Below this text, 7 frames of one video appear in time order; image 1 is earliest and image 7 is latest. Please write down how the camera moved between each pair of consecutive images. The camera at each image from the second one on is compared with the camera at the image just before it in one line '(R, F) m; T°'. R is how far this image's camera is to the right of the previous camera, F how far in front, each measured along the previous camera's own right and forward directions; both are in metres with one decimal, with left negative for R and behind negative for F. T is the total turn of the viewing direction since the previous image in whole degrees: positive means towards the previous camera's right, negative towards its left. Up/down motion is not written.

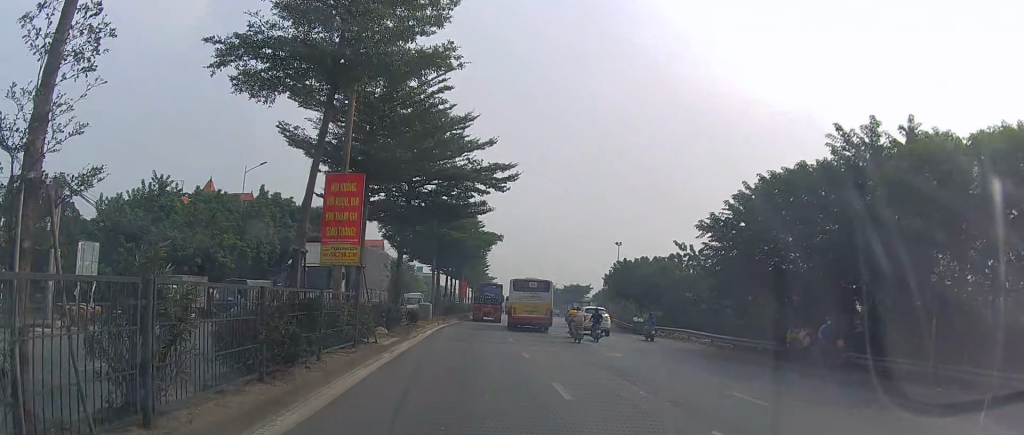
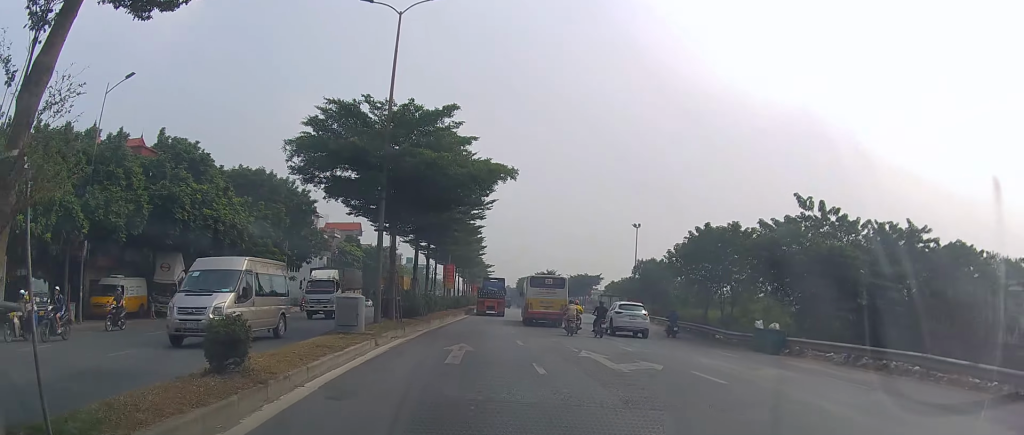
(+0.5, +23.1) m; +1°
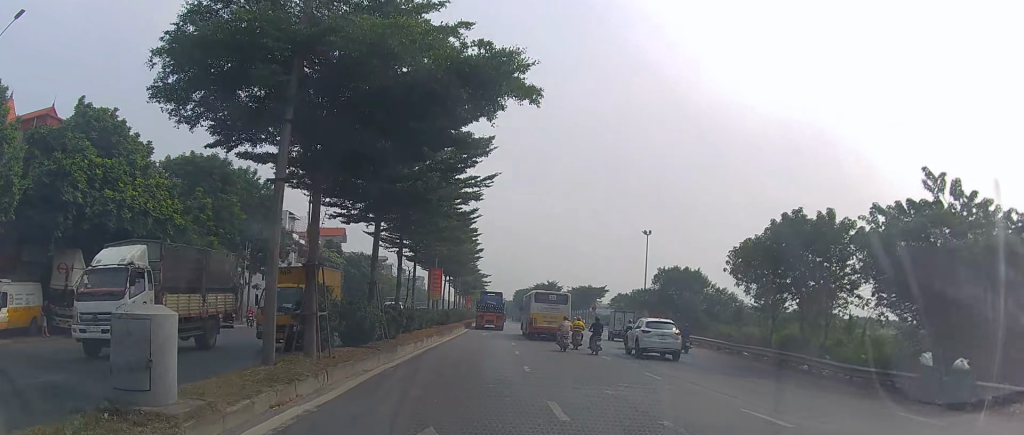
(-0.2, +10.8) m; -1°
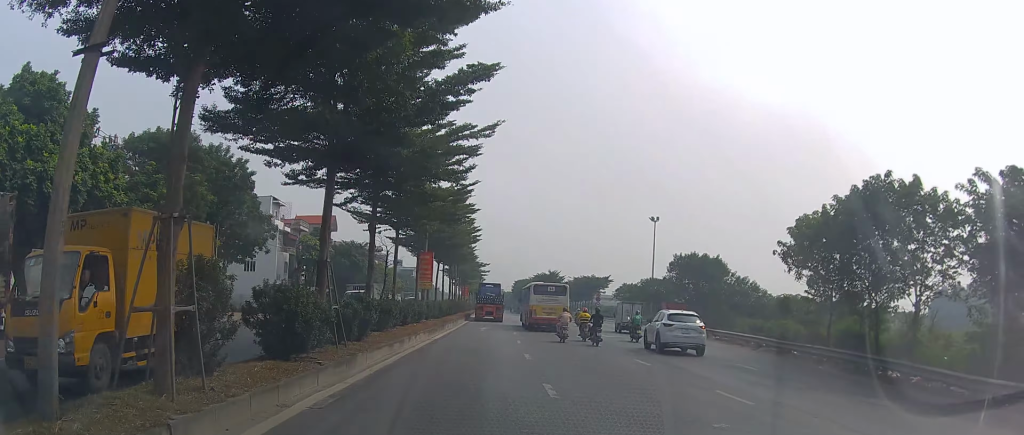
(0.0, +5.9) m; -1°
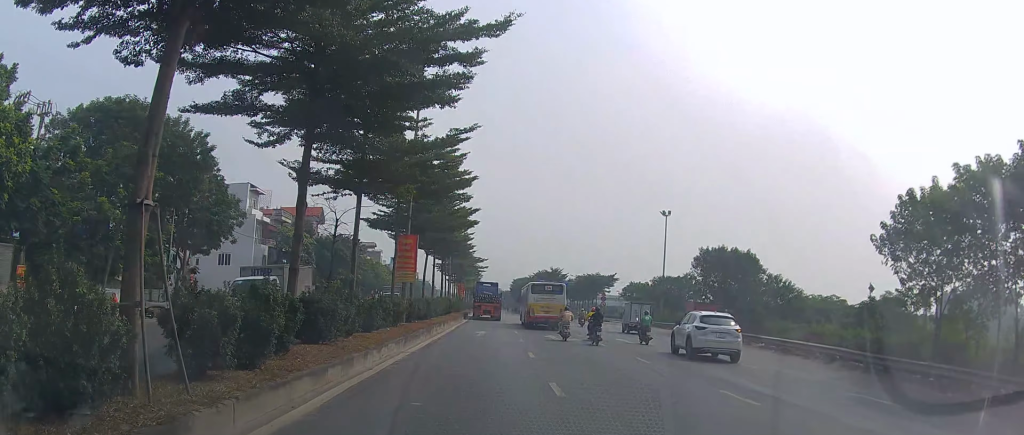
(0.0, +7.5) m; -1°
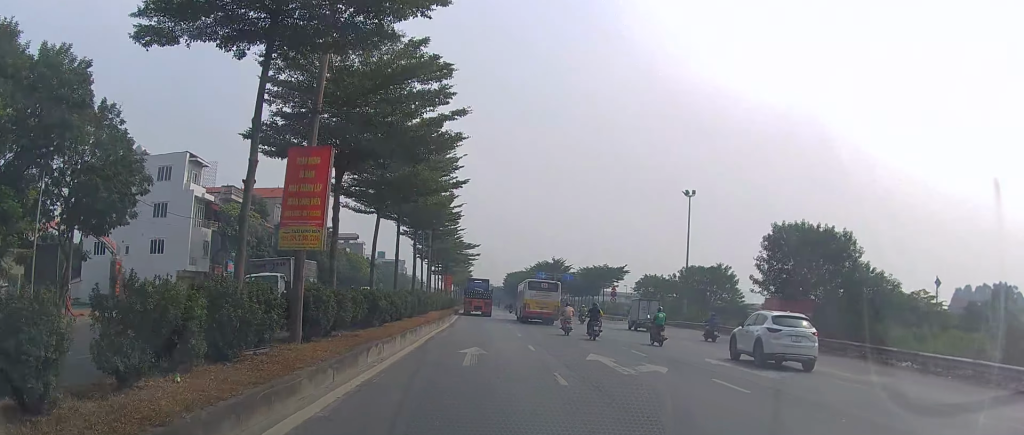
(-0.1, +15.9) m; +1°
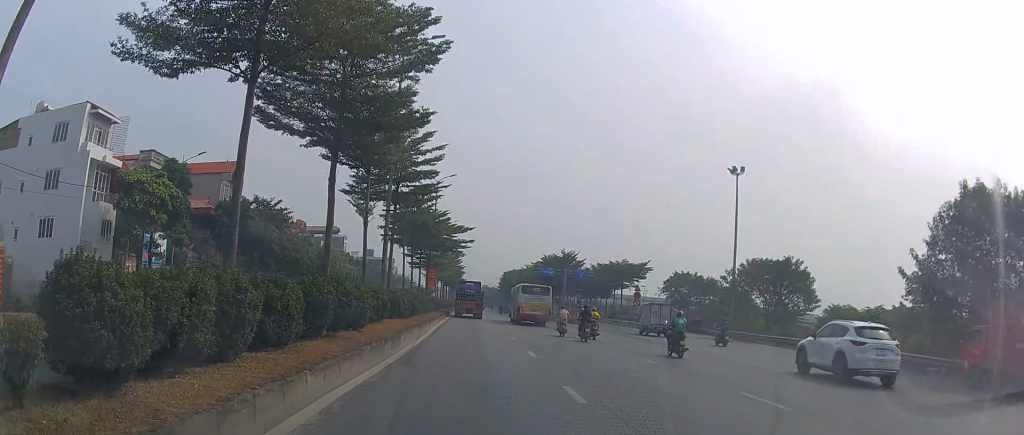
(+0.7, +16.5) m; +2°
